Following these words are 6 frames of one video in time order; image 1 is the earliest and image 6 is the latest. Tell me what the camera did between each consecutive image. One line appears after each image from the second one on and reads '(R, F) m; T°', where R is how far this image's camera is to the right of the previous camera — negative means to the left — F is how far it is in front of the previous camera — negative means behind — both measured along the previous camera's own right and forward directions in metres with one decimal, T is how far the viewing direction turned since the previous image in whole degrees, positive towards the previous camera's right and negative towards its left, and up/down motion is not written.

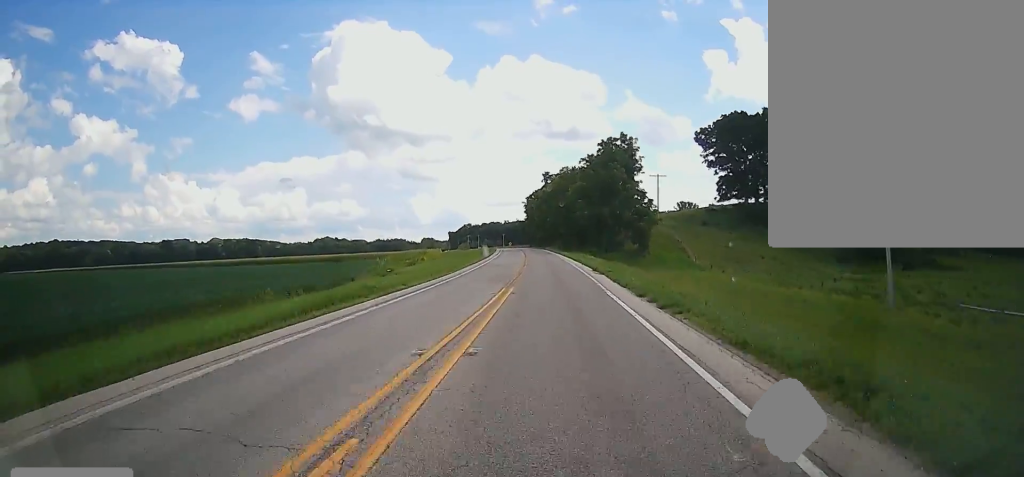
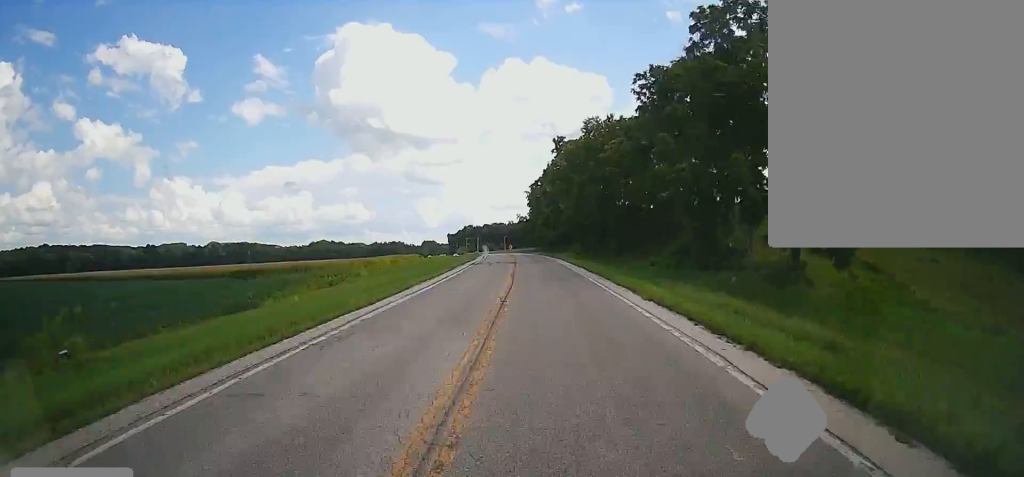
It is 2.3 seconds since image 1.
(-2.0, +53.5) m; -3°
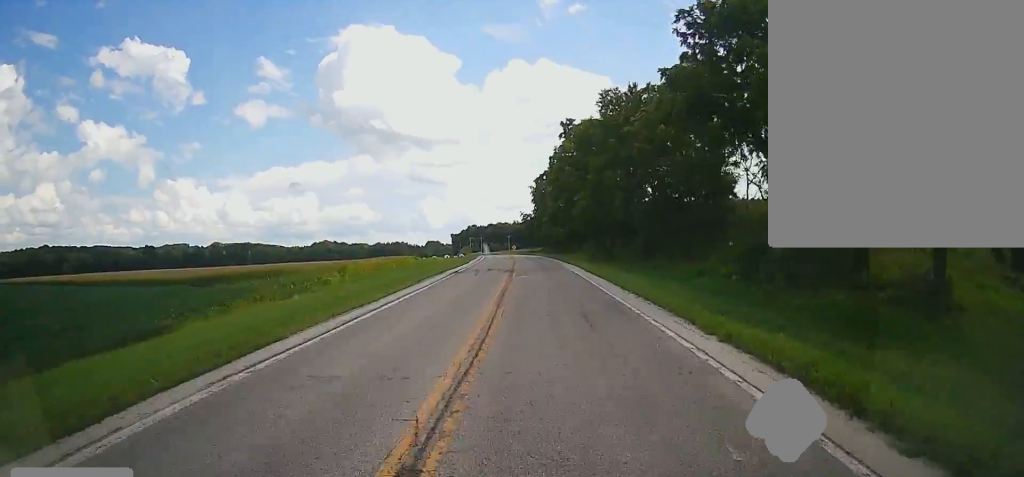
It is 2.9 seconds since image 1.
(0.0, +14.7) m; 0°
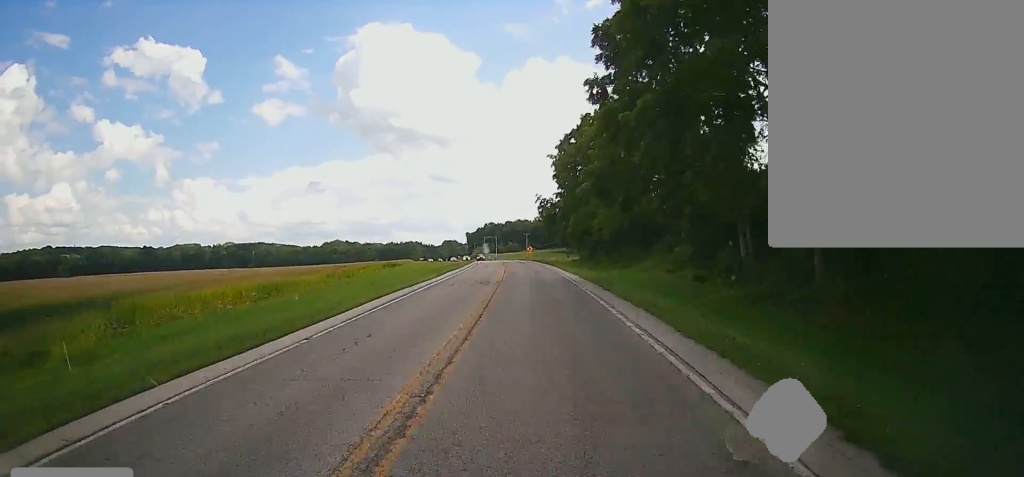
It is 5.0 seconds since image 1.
(-0.6, +46.8) m; -2°
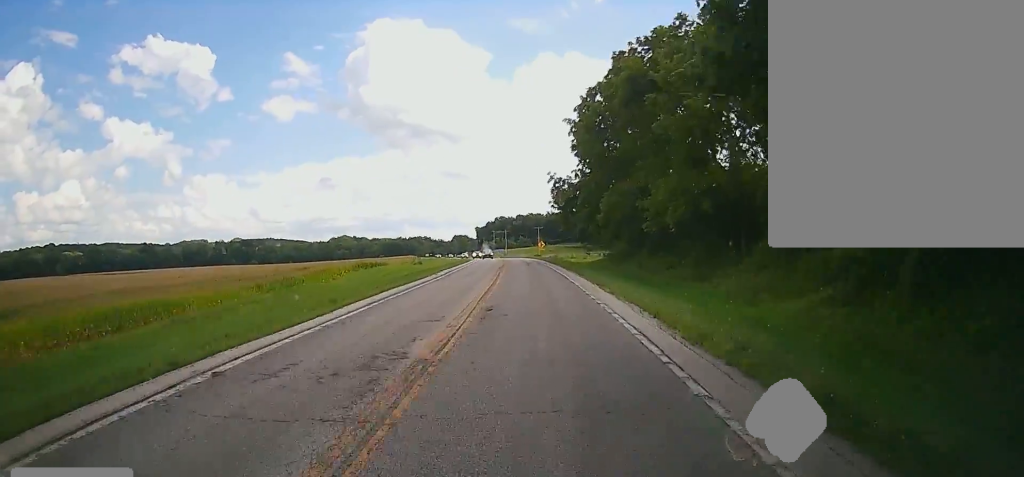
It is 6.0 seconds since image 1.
(-0.3, +23.0) m; -1°
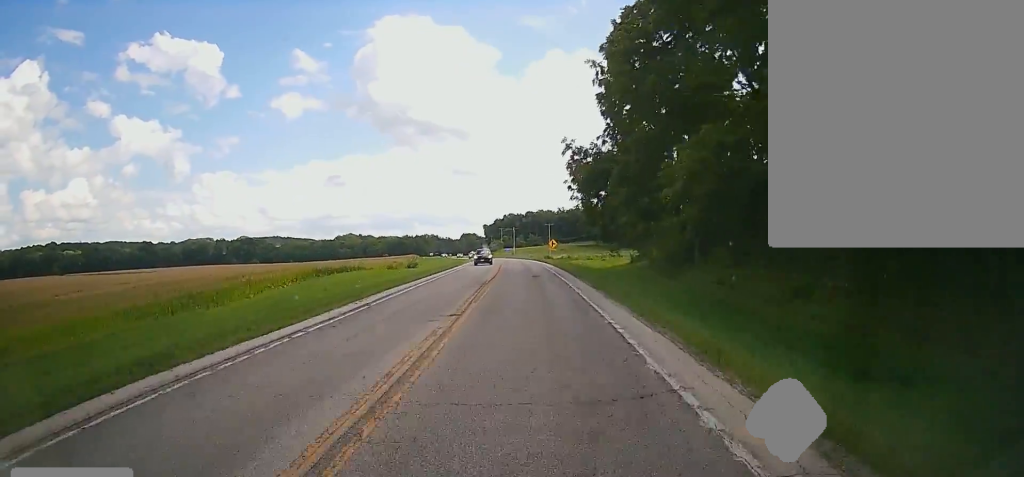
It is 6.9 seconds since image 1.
(-0.2, +21.4) m; 0°
